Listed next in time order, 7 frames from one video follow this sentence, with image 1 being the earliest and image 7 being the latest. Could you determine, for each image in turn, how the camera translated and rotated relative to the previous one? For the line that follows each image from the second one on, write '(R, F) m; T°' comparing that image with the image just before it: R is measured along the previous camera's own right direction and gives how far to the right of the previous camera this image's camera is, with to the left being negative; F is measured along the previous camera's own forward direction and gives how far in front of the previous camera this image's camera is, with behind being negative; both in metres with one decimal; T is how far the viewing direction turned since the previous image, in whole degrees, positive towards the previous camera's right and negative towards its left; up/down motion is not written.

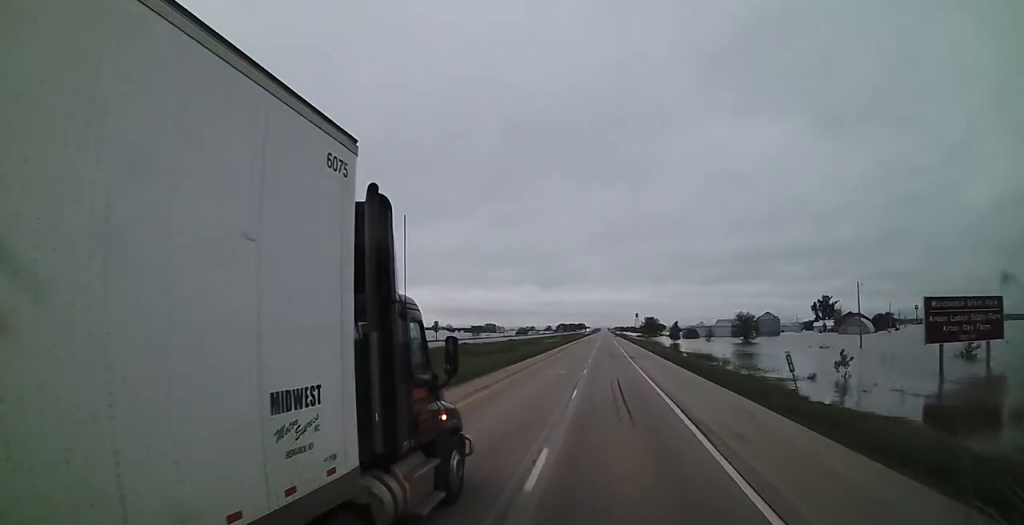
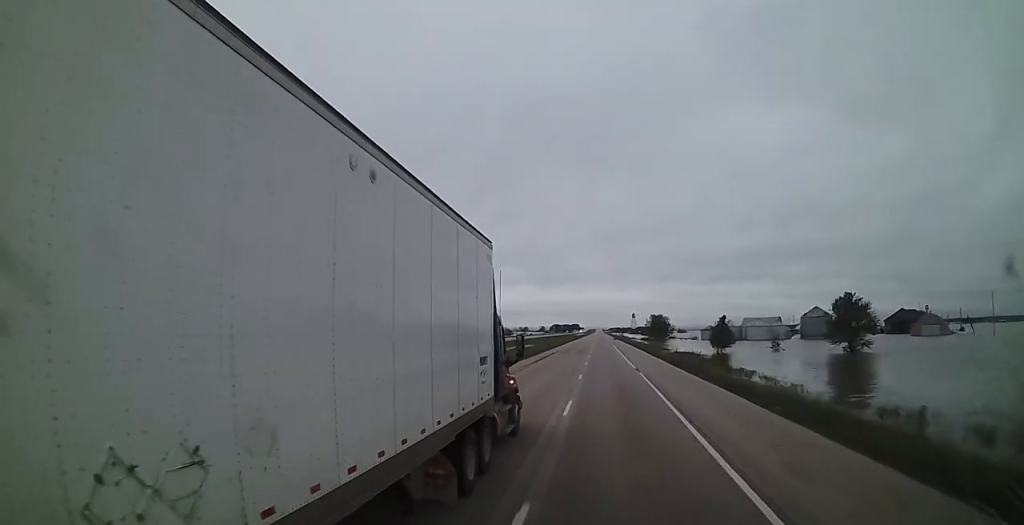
(-0.6, +52.8) m; -1°
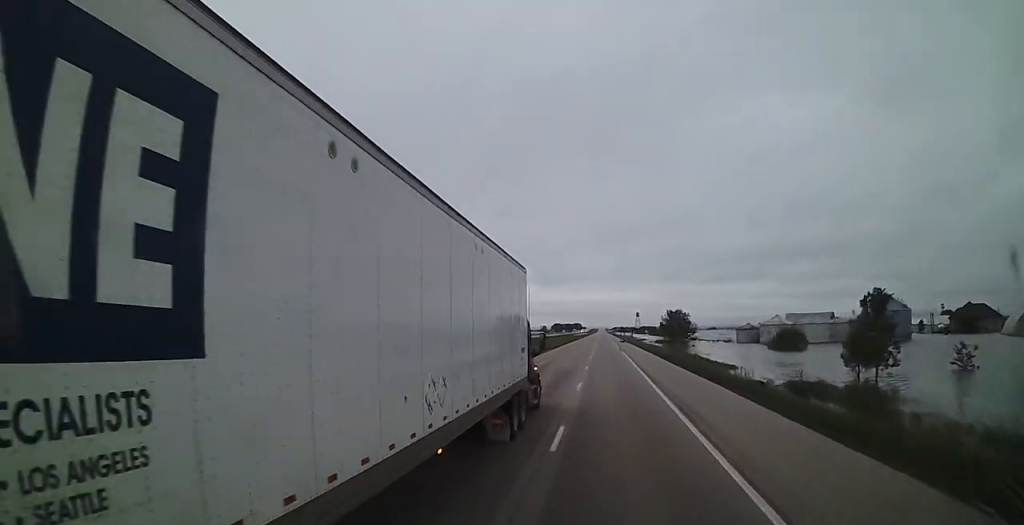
(+0.2, +41.9) m; +1°
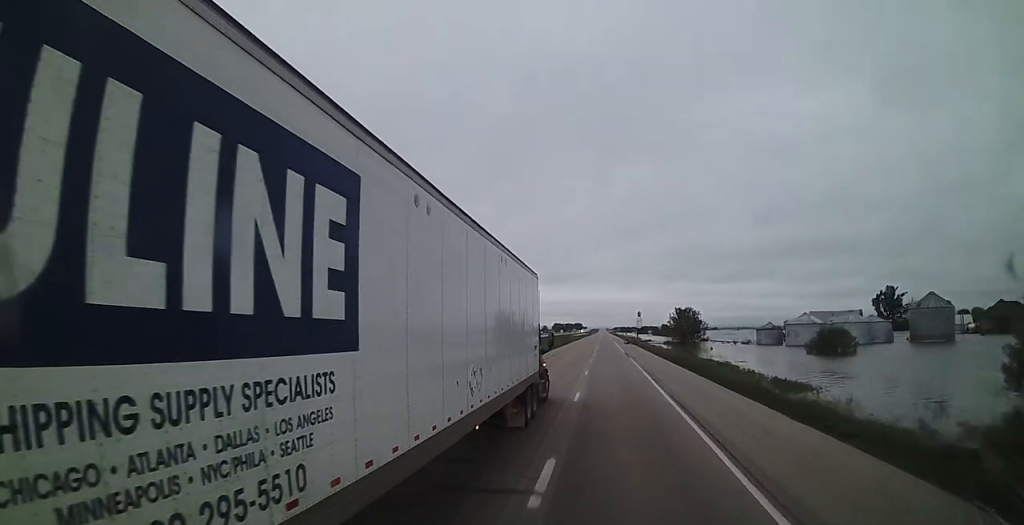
(+0.1, +16.1) m; 0°
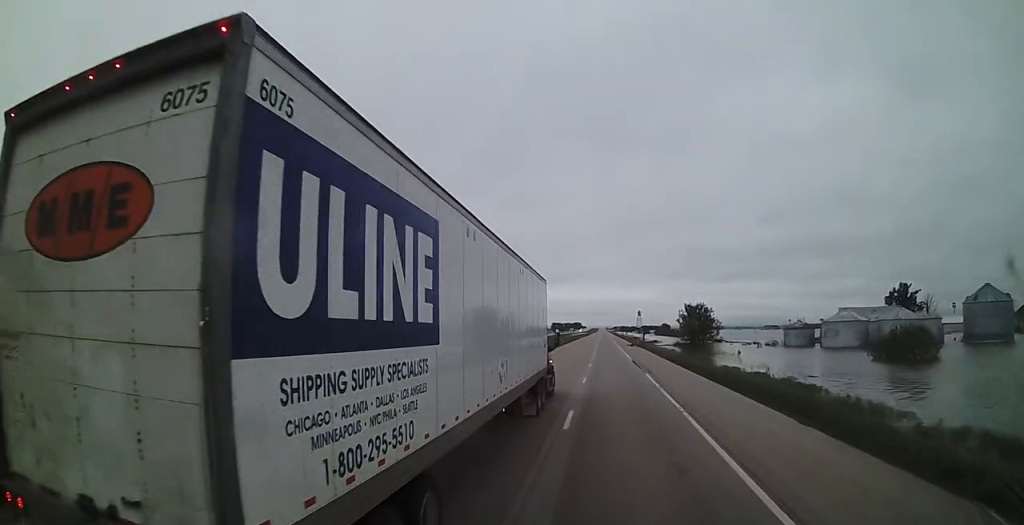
(+0.3, +17.9) m; 0°
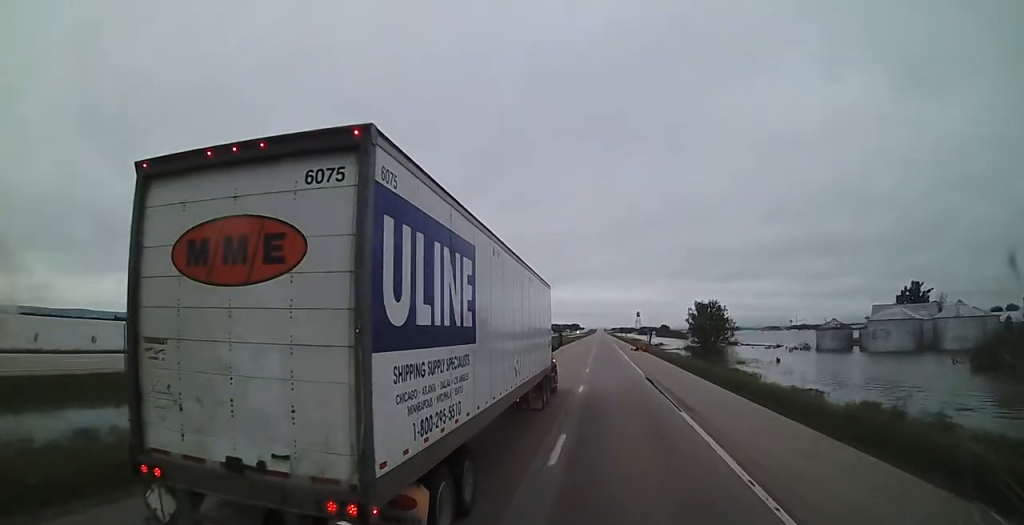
(-0.1, +16.1) m; -1°
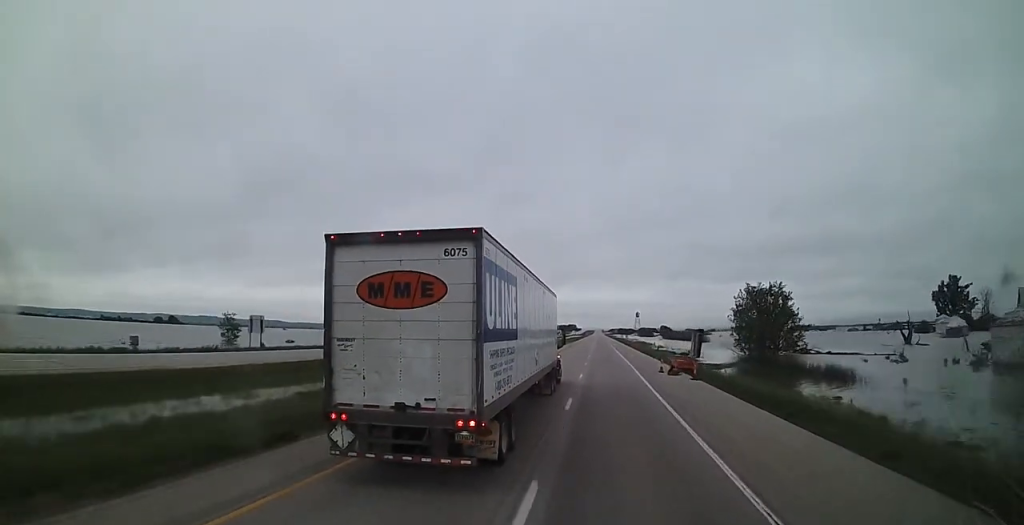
(-0.6, +41.0) m; 0°
